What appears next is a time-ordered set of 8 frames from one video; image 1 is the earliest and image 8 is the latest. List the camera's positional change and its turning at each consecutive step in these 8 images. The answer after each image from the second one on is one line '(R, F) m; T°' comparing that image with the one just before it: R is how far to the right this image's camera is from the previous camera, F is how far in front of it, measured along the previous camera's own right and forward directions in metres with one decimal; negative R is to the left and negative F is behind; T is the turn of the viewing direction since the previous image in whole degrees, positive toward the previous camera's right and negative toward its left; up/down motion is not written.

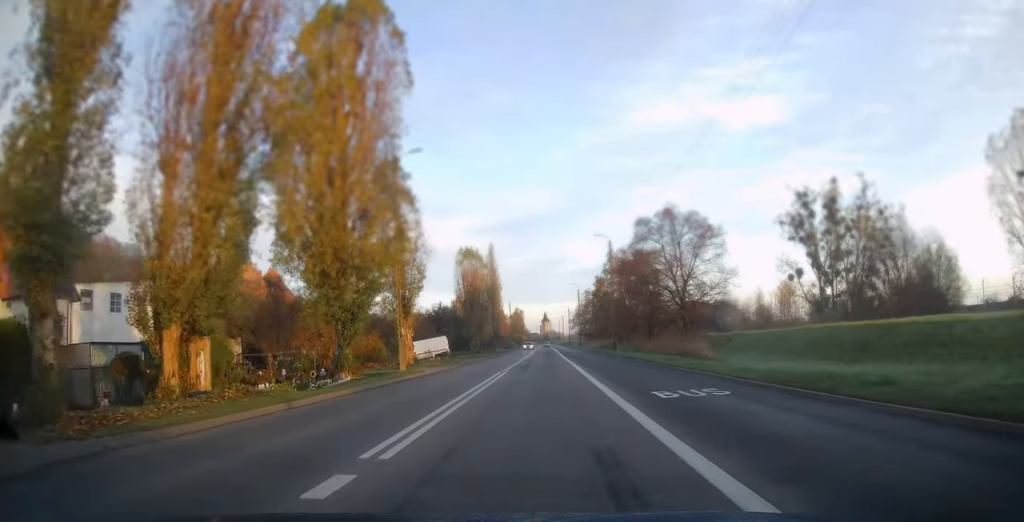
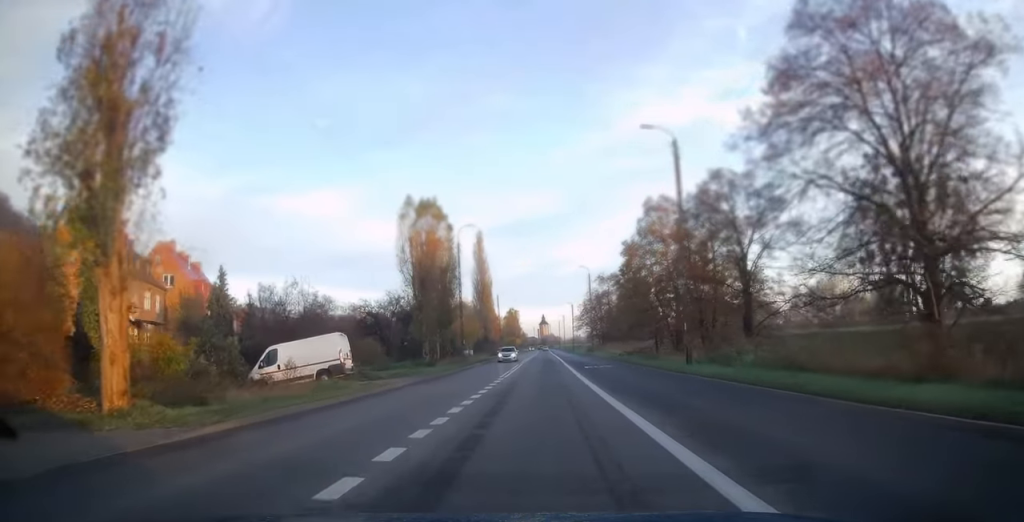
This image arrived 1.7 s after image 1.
(0.0, +28.1) m; 0°
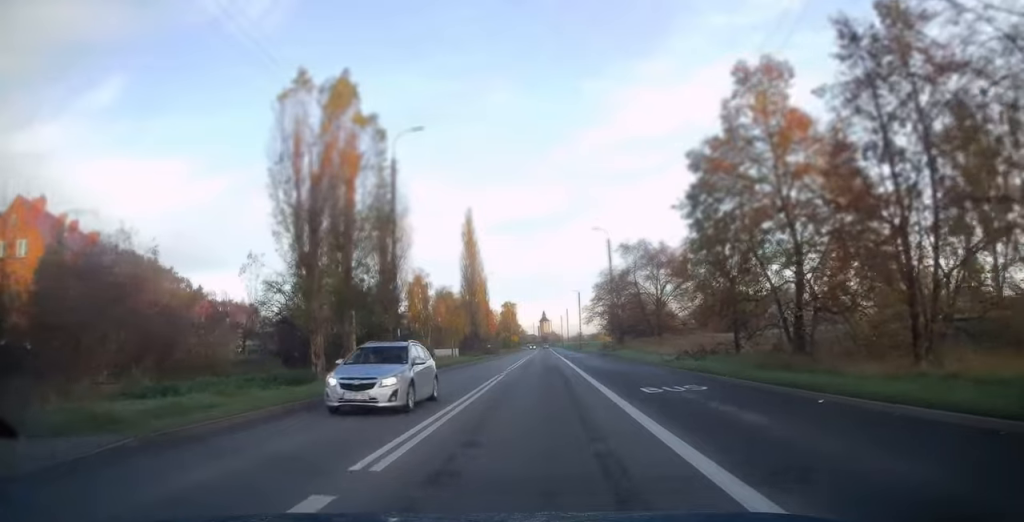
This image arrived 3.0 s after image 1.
(-0.1, +22.2) m; 0°
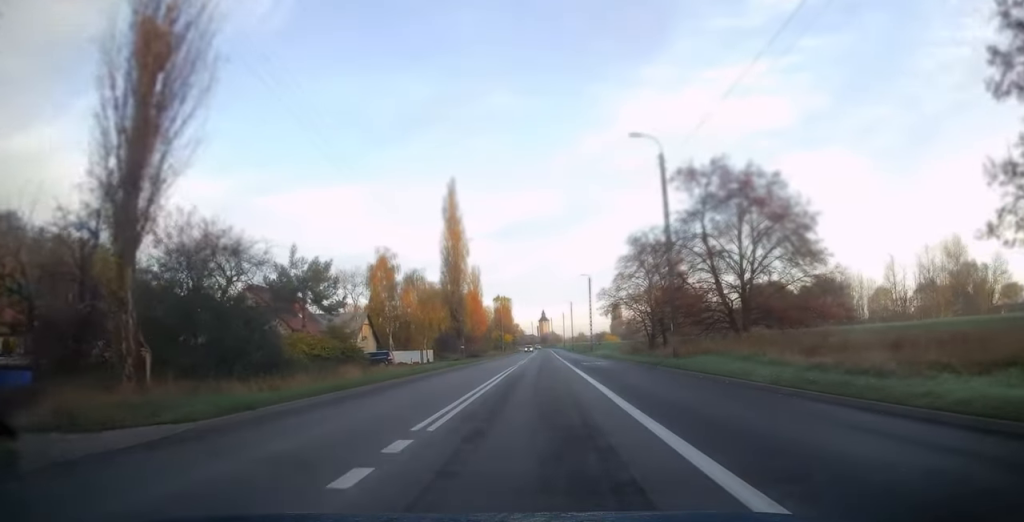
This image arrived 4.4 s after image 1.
(+0.1, +23.9) m; 0°
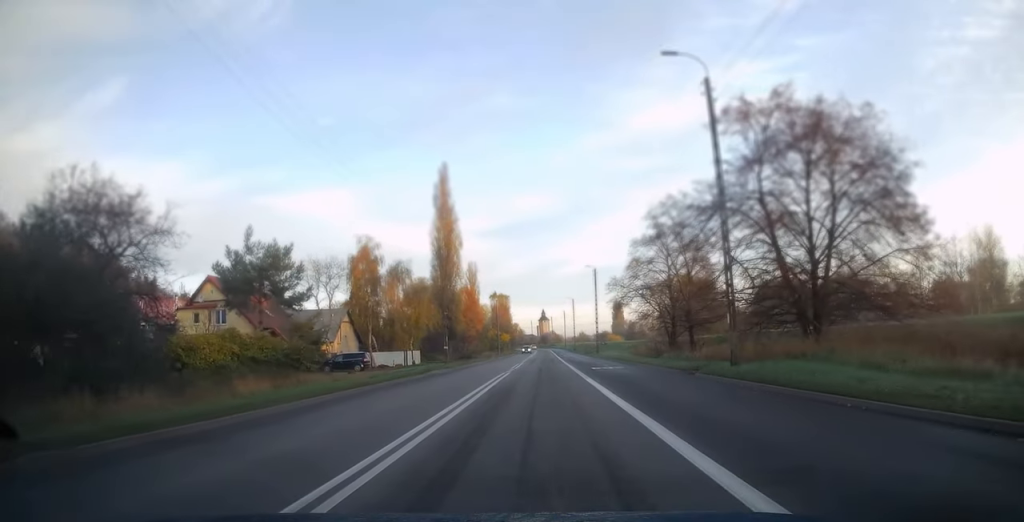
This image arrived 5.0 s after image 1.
(0.0, +8.6) m; 0°
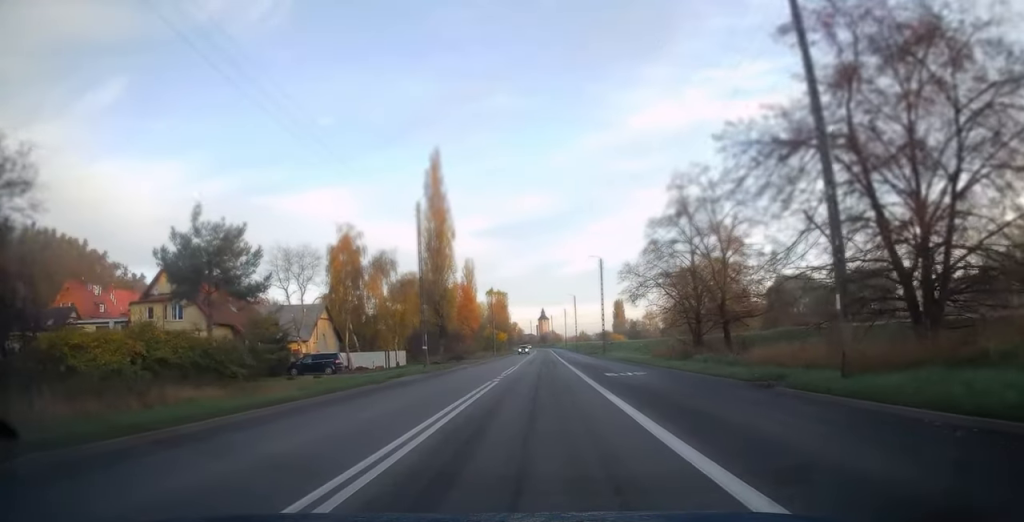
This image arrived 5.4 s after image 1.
(0.0, +7.5) m; 0°
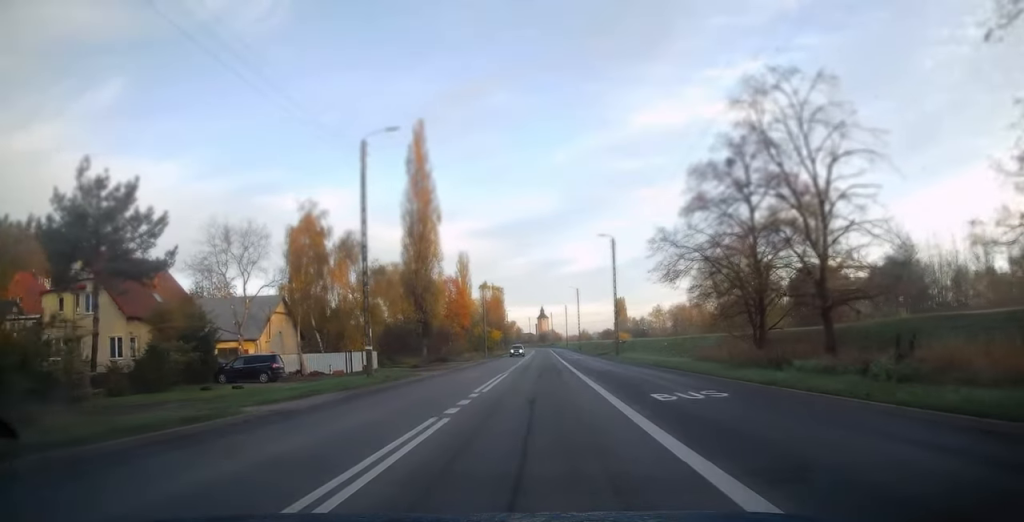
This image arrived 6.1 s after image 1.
(-0.1, +11.3) m; 0°
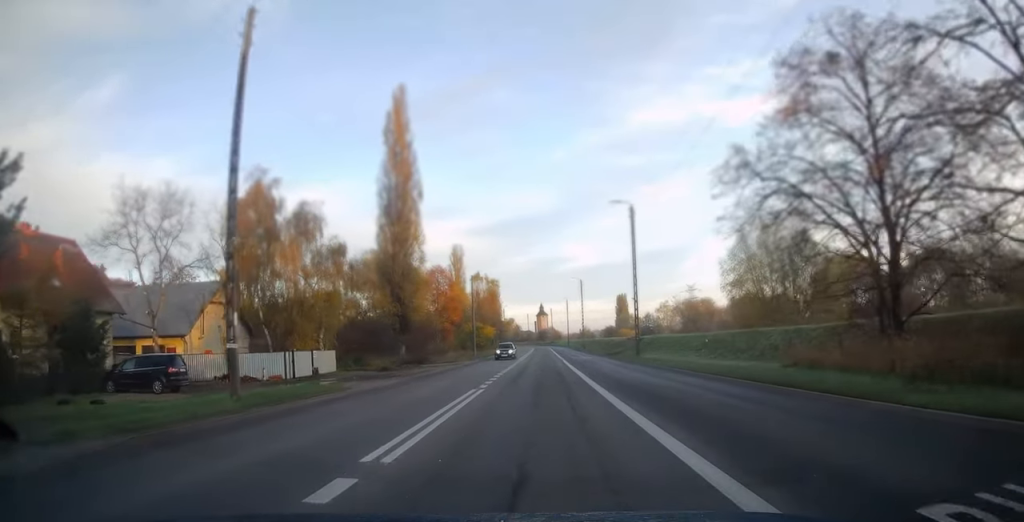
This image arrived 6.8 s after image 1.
(+0.1, +11.1) m; 0°
